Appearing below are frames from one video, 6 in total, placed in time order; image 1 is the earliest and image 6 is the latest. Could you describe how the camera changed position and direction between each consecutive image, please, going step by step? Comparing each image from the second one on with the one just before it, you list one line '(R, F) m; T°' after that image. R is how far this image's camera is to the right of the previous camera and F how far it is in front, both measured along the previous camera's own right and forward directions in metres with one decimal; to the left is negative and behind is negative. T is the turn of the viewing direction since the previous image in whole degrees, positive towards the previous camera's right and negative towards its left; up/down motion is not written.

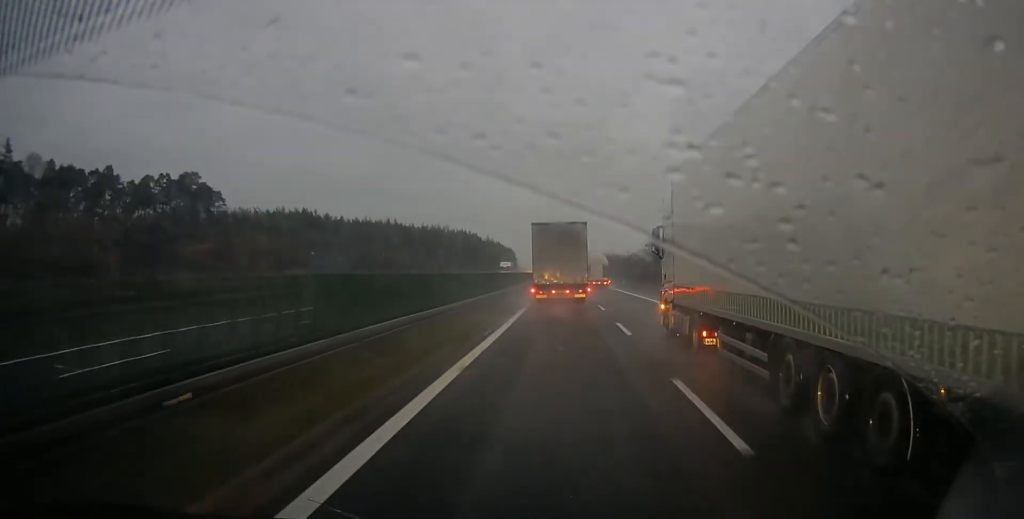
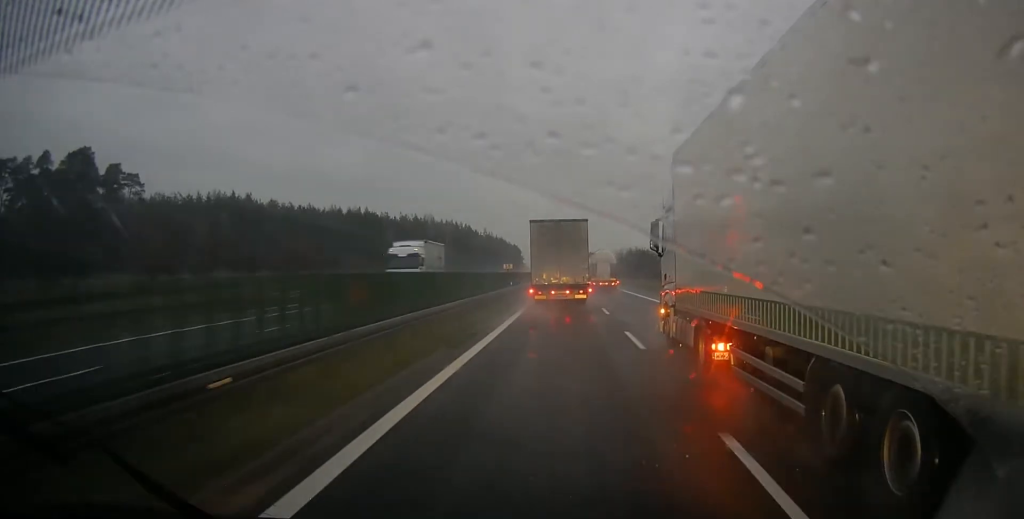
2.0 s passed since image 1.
(-0.6, +51.1) m; -1°
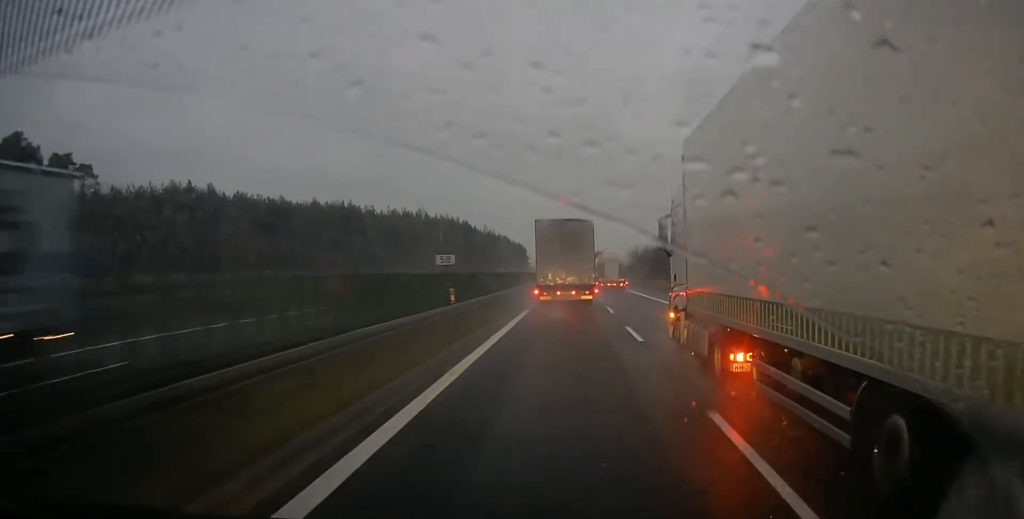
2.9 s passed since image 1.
(-0.1, +22.9) m; 0°
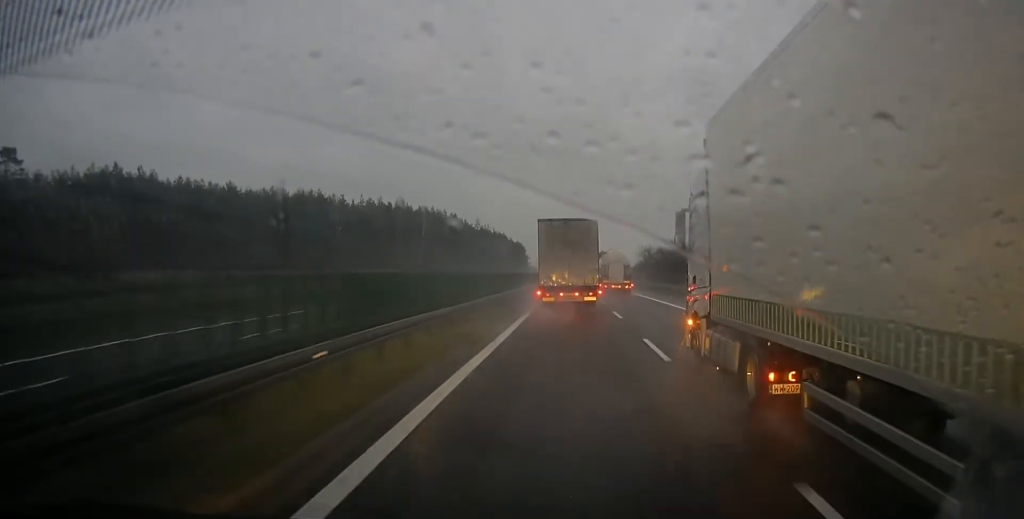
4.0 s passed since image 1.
(0.0, +27.0) m; 0°
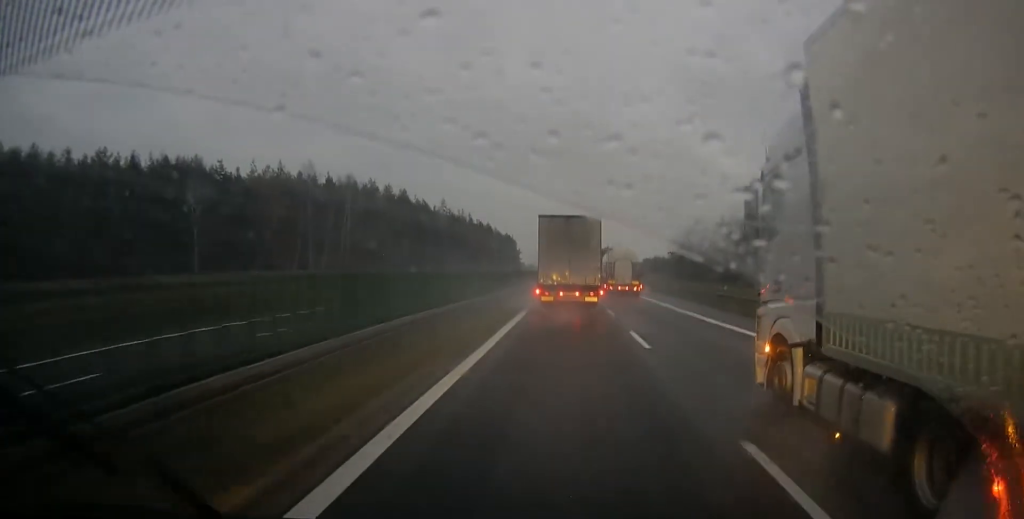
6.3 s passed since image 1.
(0.0, +58.2) m; 0°
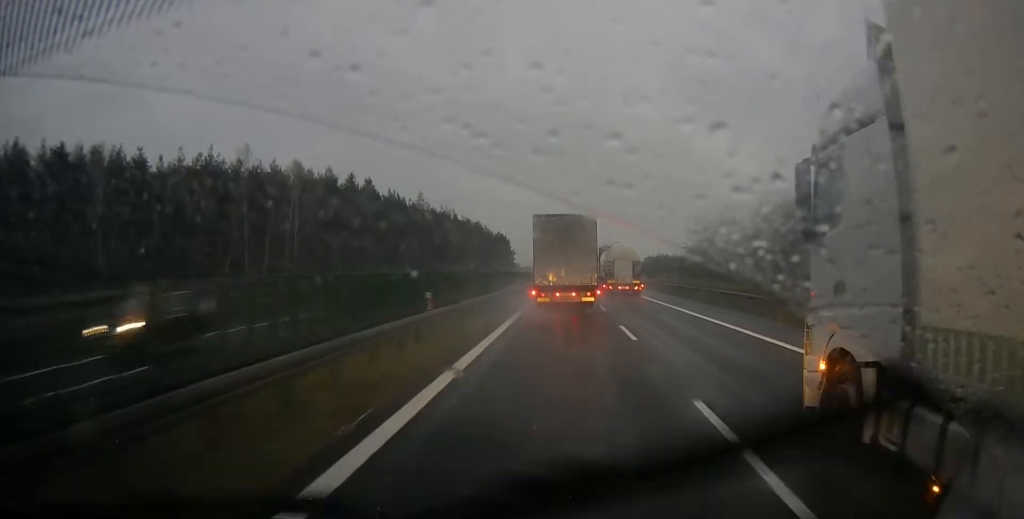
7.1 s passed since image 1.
(0.0, +21.9) m; 0°
